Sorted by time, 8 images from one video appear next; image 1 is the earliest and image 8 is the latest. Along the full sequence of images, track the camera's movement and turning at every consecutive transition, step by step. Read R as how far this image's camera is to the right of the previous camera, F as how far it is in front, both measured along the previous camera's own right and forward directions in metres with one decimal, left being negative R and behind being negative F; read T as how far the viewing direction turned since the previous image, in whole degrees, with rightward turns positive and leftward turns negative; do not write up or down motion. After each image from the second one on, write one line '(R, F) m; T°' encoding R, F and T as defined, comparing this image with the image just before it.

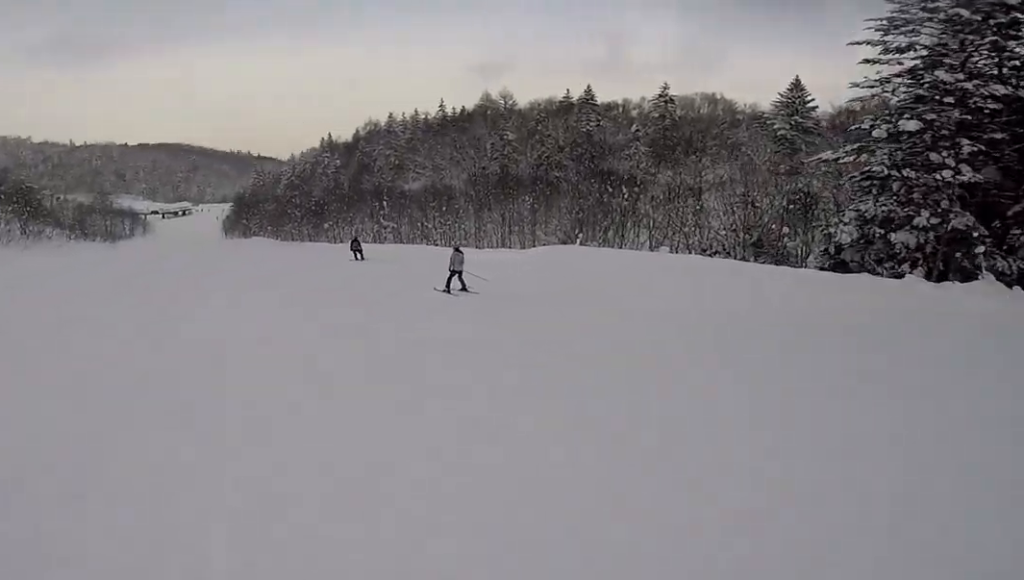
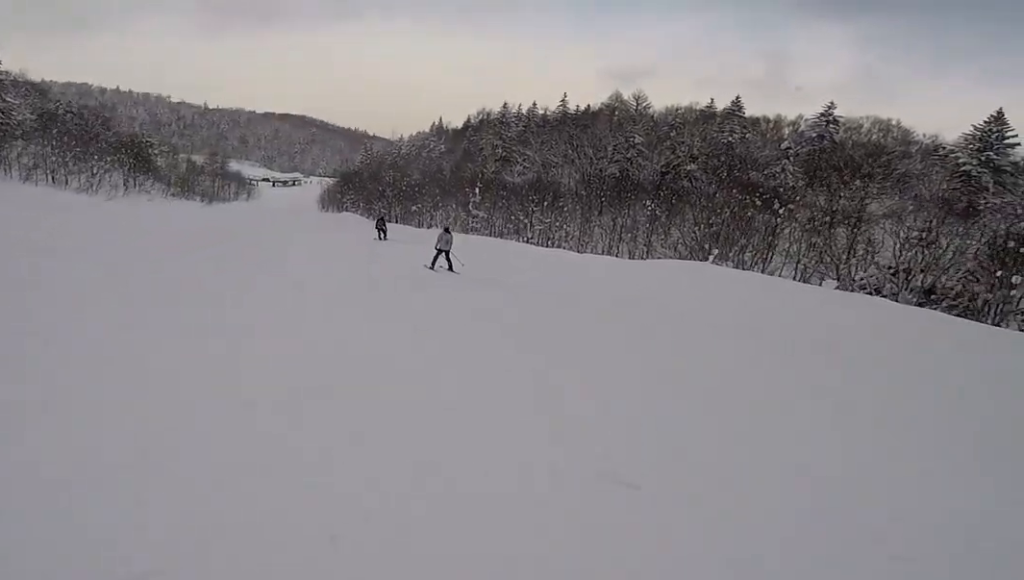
(+0.2, +4.4) m; -3°
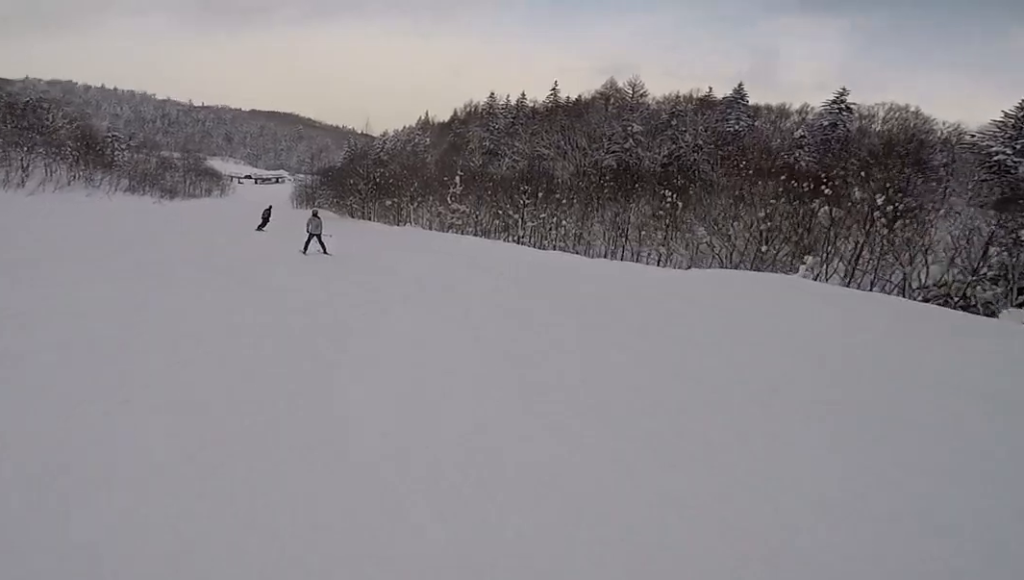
(-0.2, +6.9) m; -12°
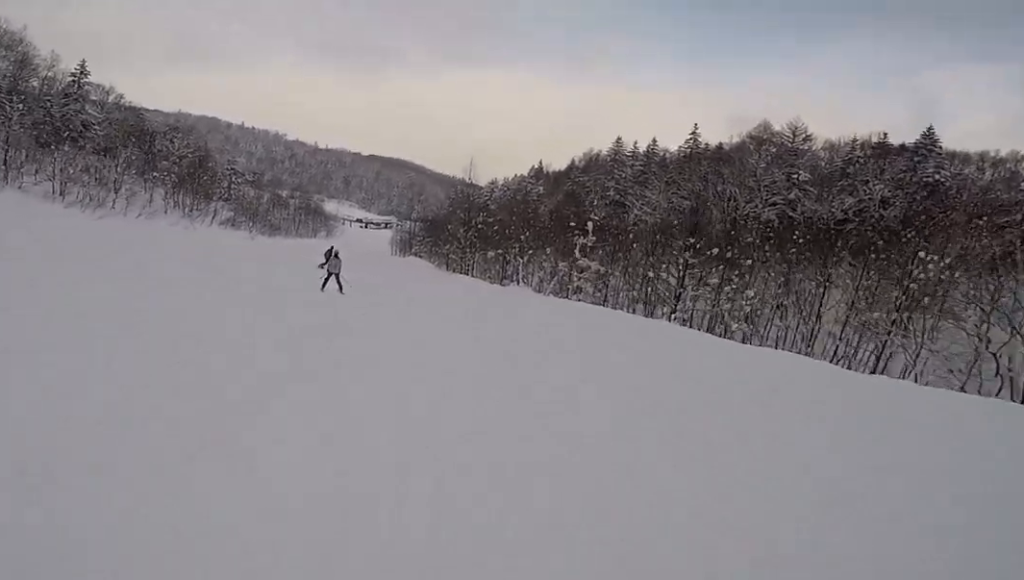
(-1.7, +8.5) m; -13°
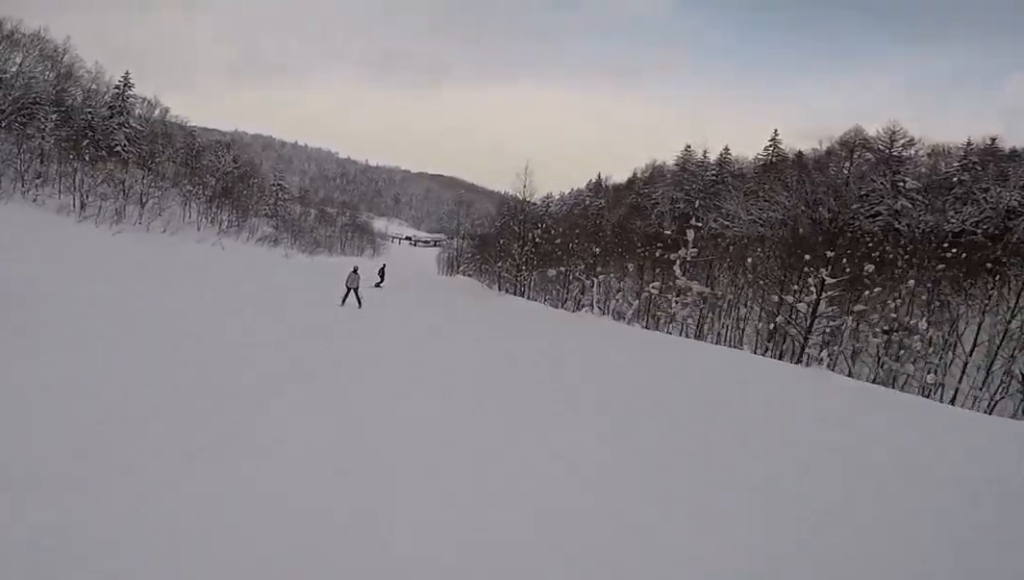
(+0.2, +5.3) m; -4°
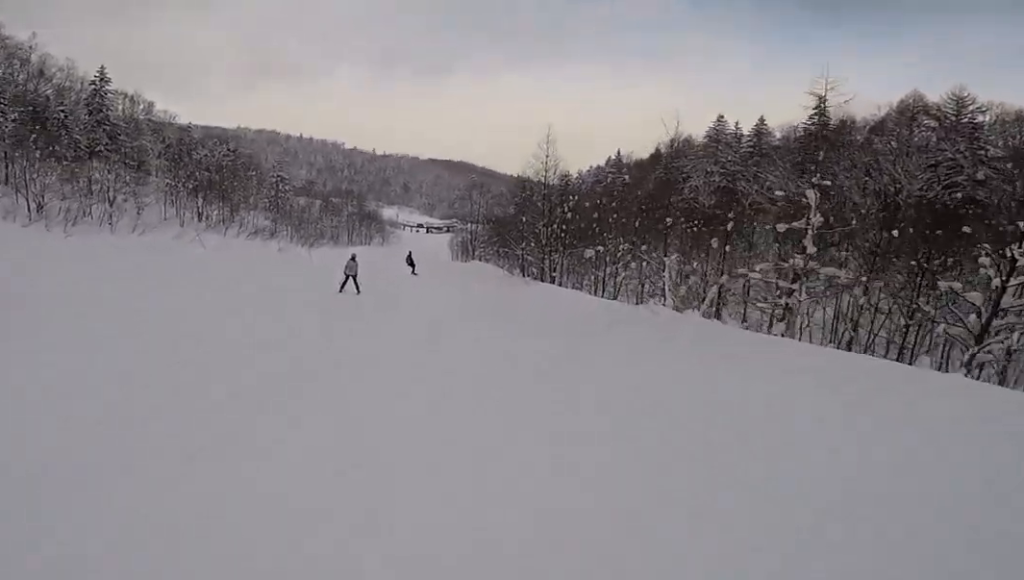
(-0.5, +5.5) m; -1°
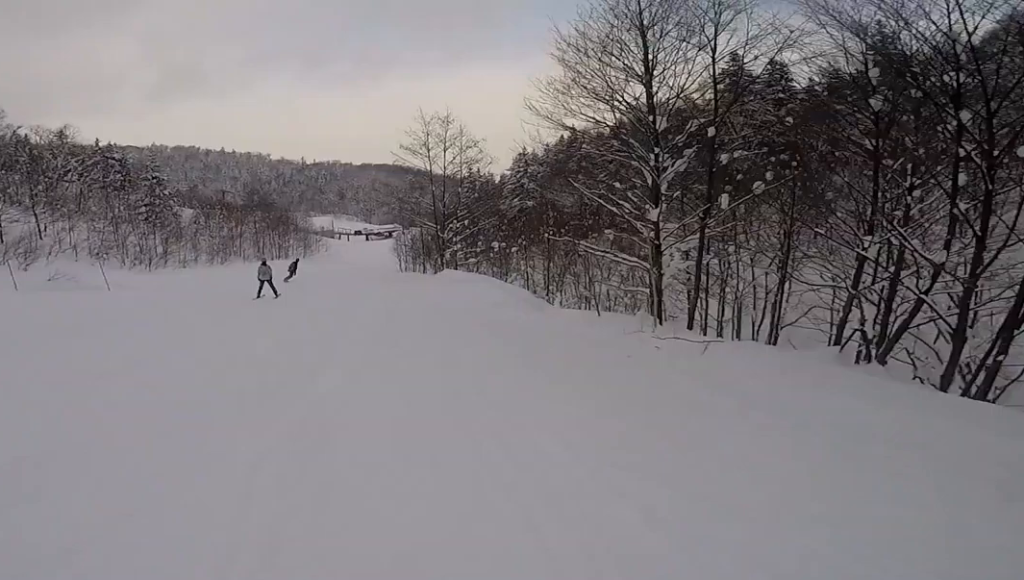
(-0.6, +24.1) m; 0°
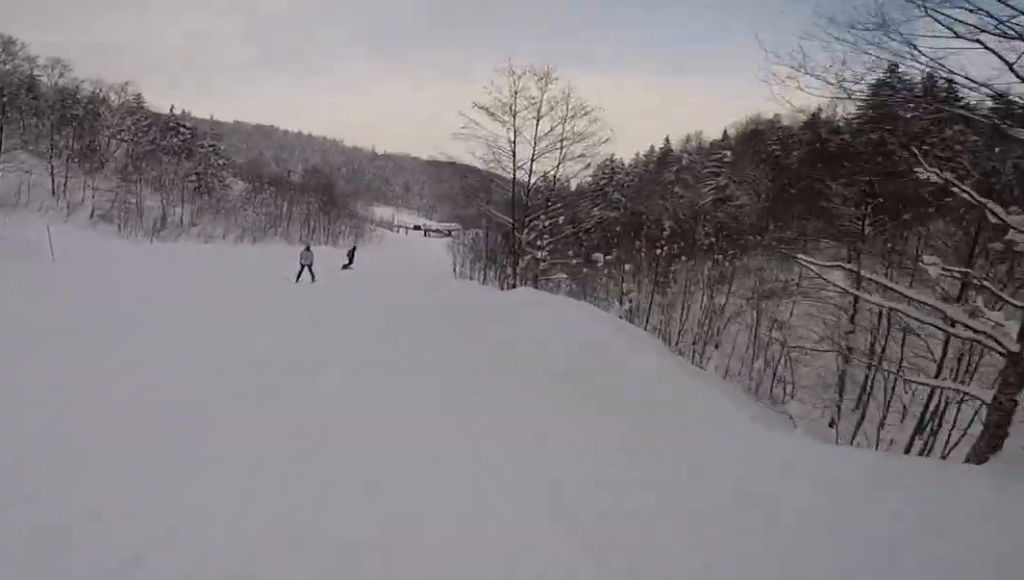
(+0.8, +7.5) m; 0°
